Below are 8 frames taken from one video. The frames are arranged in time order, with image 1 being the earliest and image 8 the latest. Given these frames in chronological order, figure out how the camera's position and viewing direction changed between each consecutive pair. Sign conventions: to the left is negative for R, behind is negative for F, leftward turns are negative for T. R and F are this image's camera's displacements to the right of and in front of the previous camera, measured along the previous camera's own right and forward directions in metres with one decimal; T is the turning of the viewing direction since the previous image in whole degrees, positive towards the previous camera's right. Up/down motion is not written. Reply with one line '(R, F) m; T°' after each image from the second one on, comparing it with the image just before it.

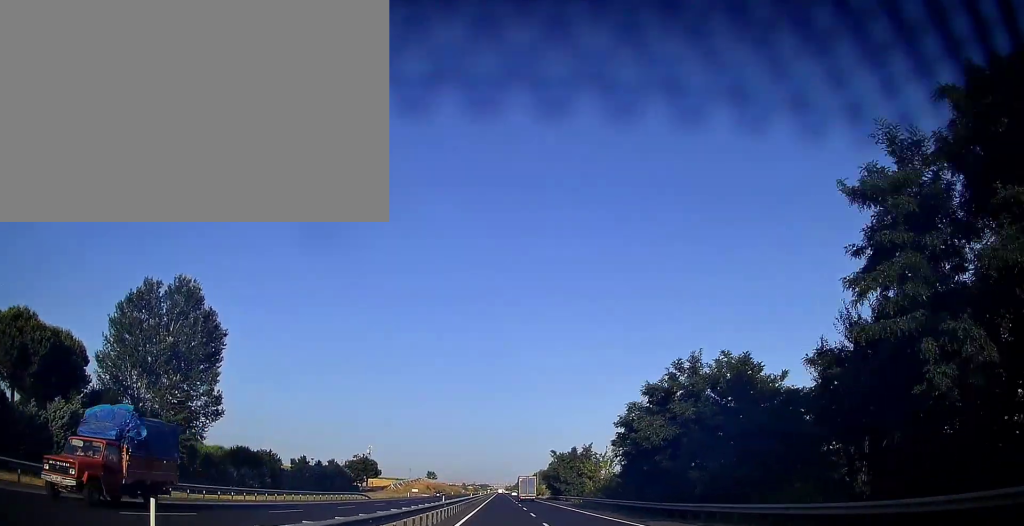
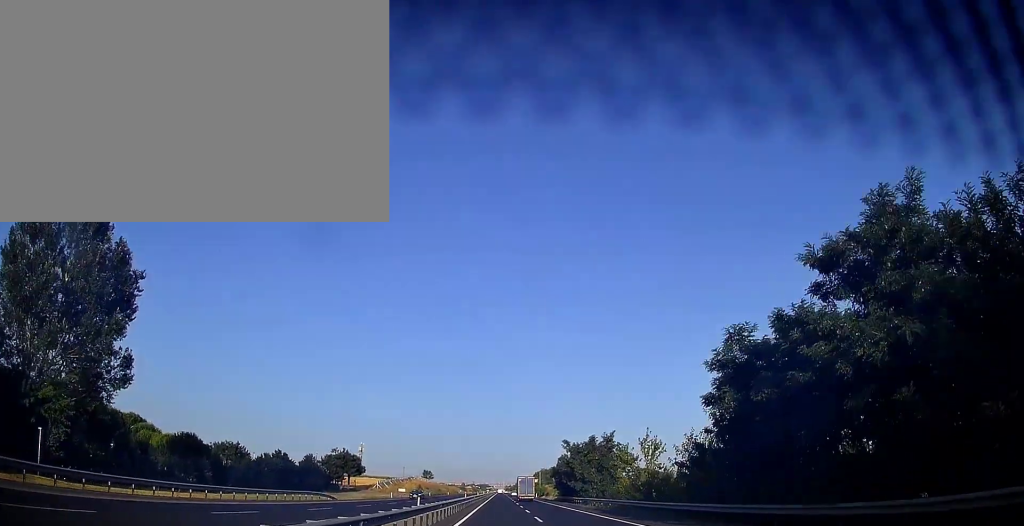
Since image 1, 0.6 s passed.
(+0.1, +17.7) m; 0°
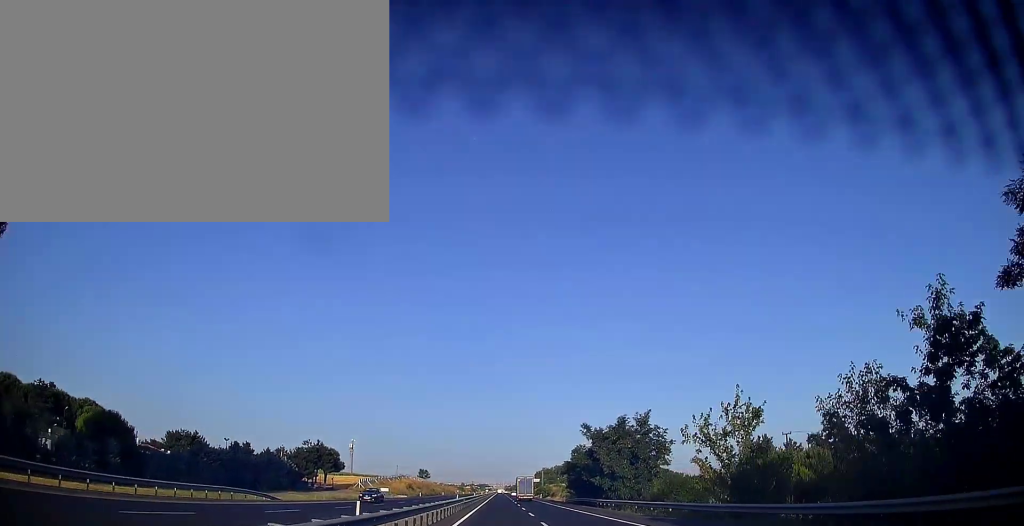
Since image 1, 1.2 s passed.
(0.0, +17.7) m; 0°
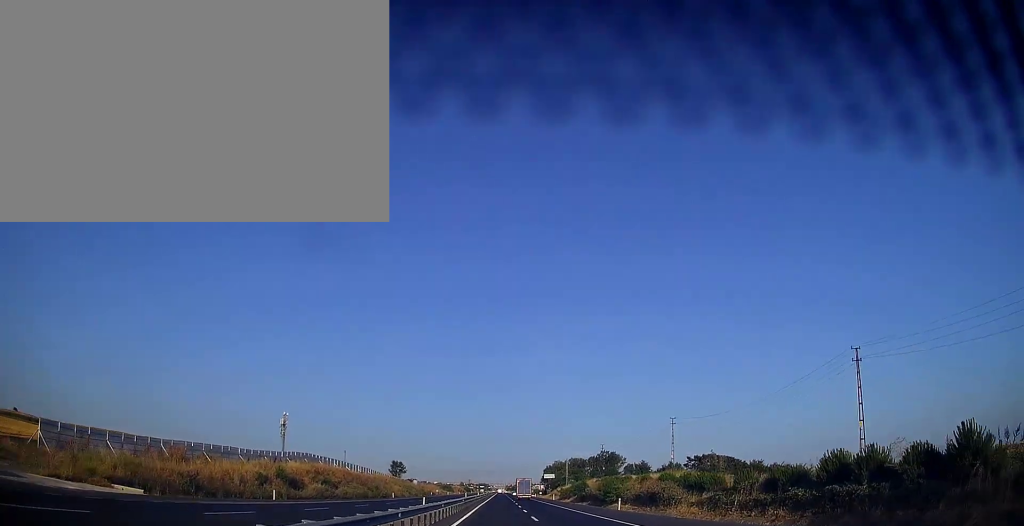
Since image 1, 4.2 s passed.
(-0.1, +88.1) m; 0°
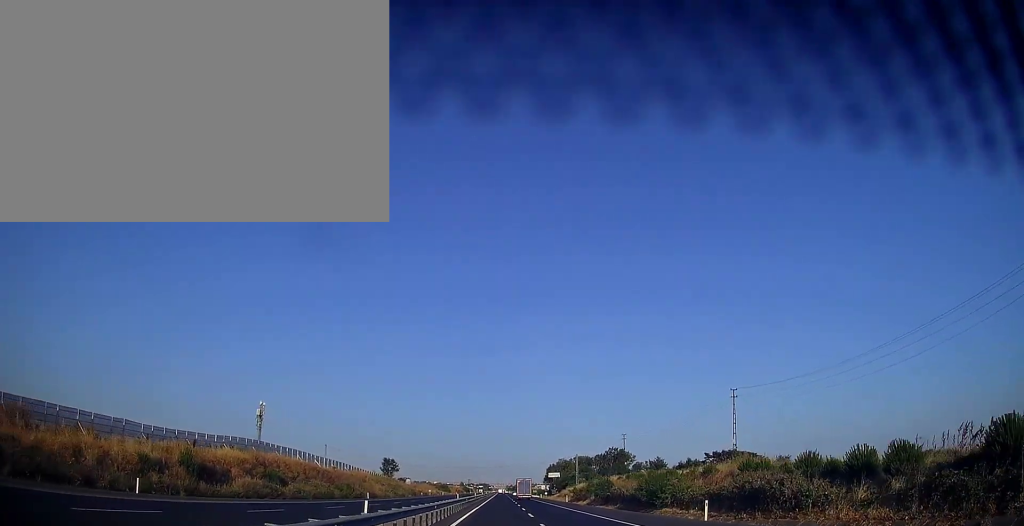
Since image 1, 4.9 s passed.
(-0.1, +19.6) m; 0°
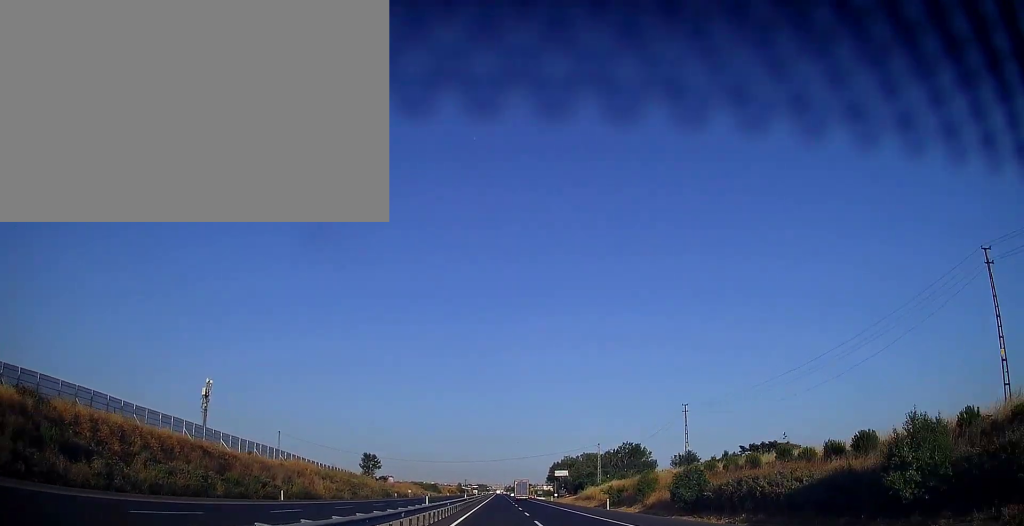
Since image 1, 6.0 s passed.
(+0.1, +32.4) m; +1°
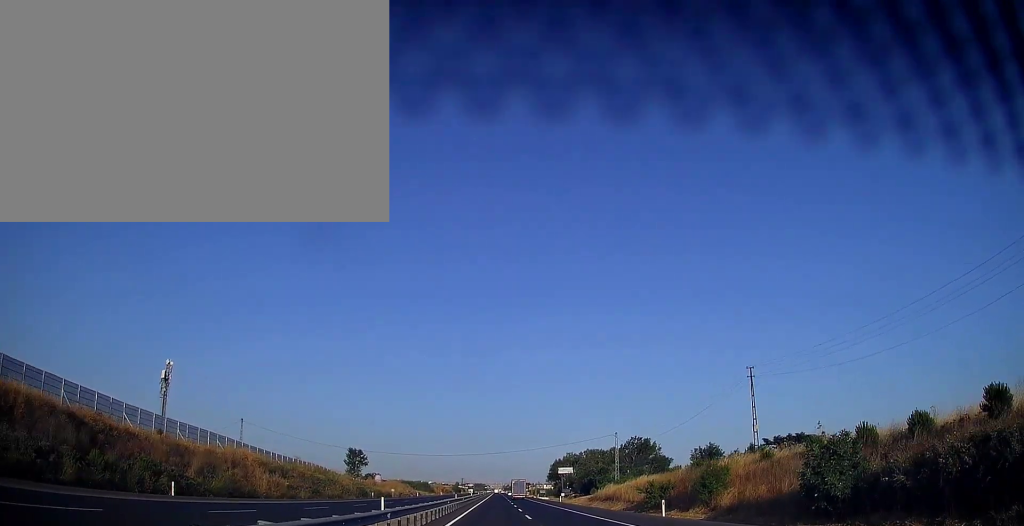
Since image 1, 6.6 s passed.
(+0.2, +17.7) m; 0°
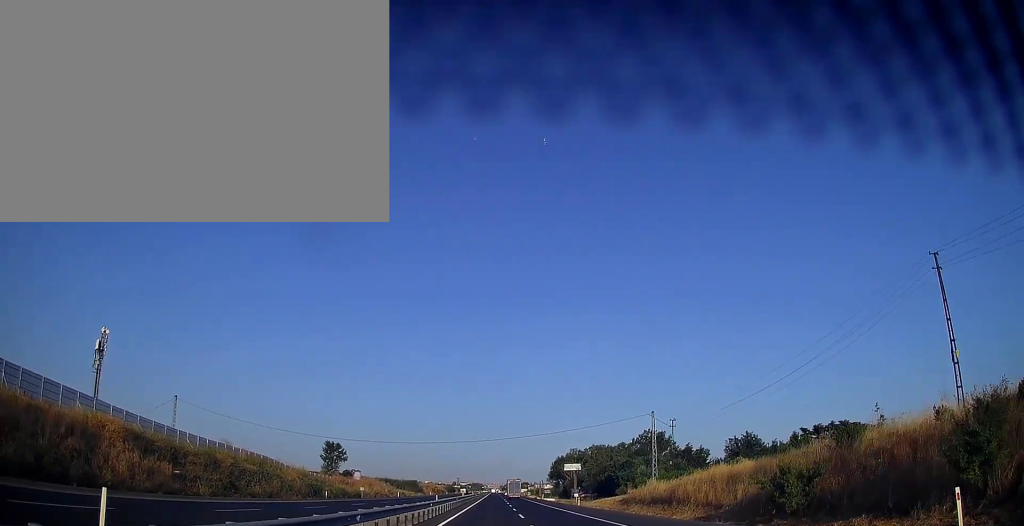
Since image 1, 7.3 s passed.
(-0.2, +22.5) m; 0°
